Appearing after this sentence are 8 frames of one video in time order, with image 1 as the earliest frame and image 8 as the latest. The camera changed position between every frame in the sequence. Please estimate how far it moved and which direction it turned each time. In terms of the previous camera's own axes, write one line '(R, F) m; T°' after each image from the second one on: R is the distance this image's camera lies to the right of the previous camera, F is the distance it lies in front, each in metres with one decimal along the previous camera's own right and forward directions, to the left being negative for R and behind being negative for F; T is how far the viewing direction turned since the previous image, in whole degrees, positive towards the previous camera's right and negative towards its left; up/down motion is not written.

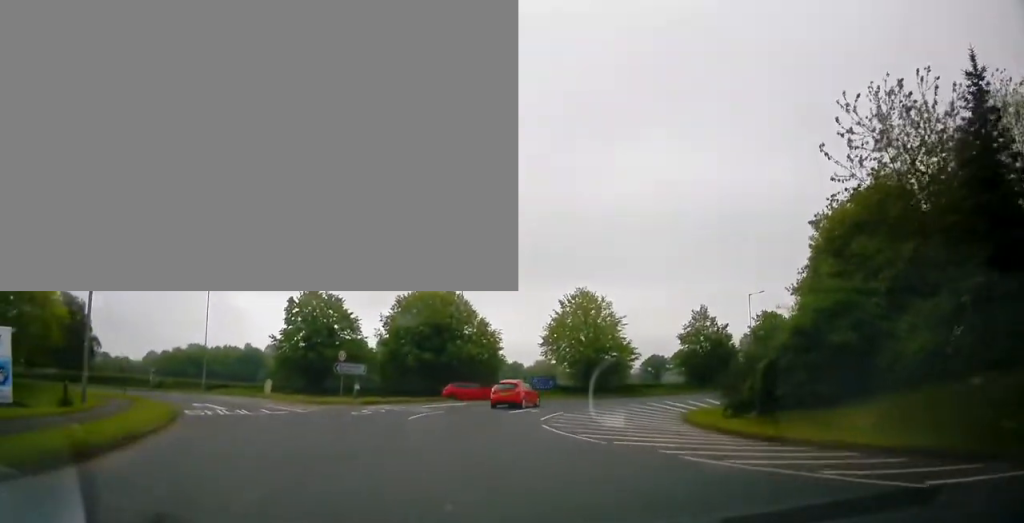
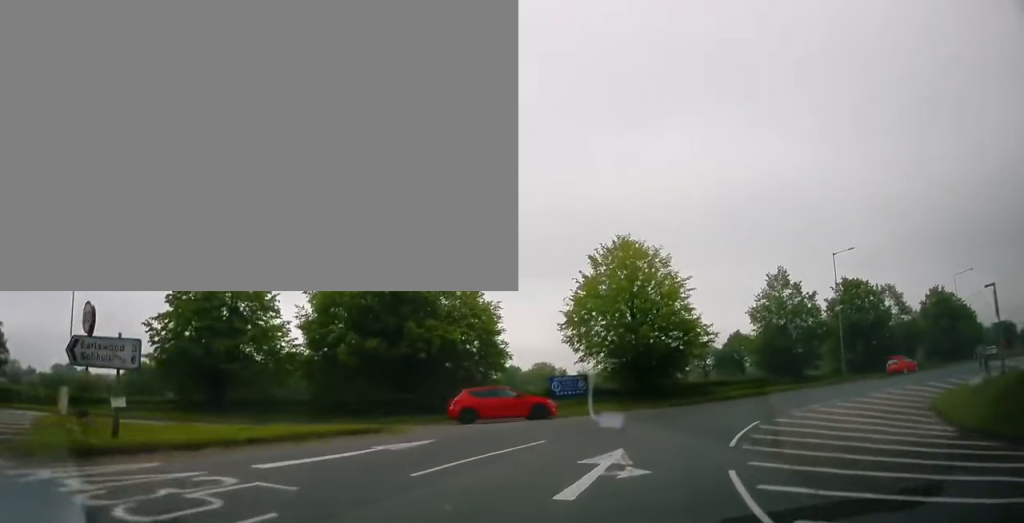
(-1.5, +19.4) m; +1°
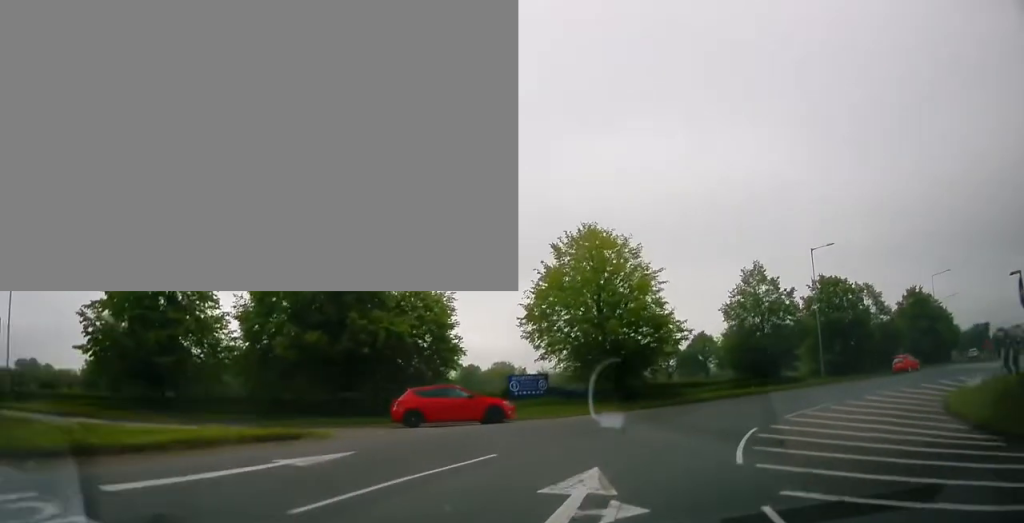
(+0.1, +2.7) m; +4°
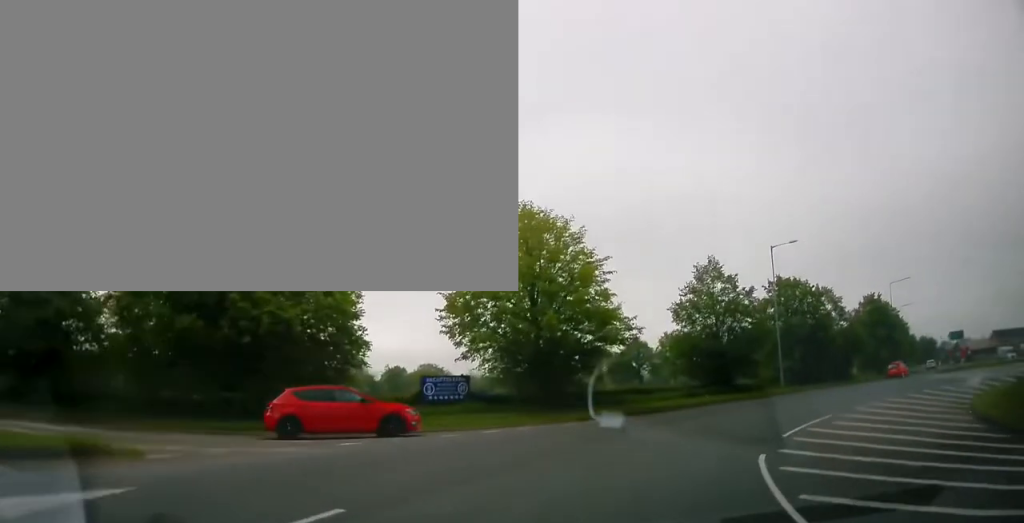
(+0.2, +4.6) m; +7°
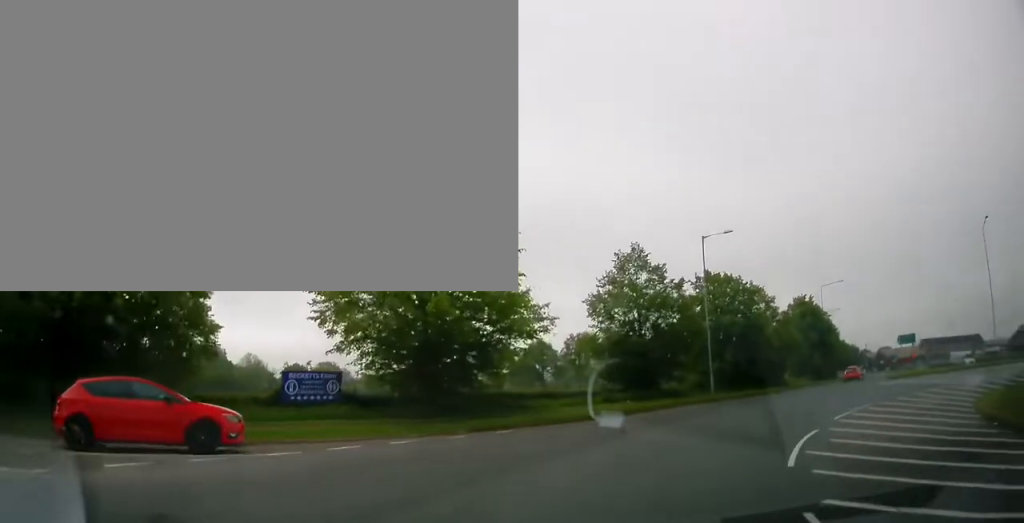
(+0.2, +4.9) m; +8°
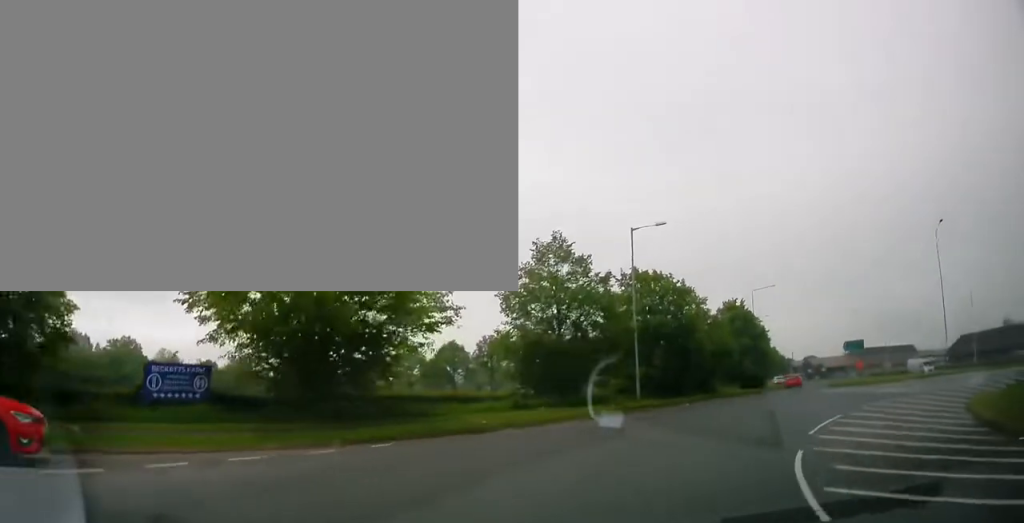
(+0.3, +3.6) m; +7°
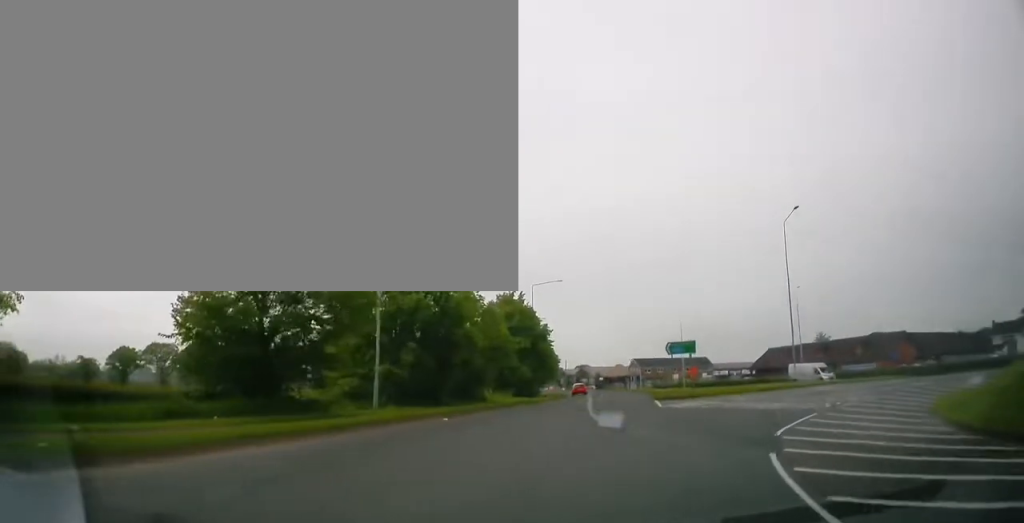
(+1.5, +9.9) m; +21°
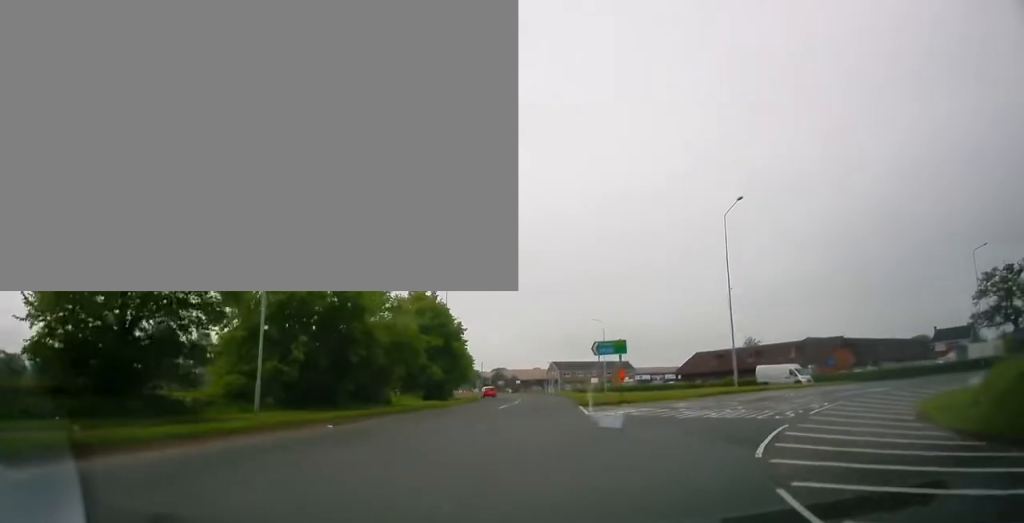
(+0.5, +3.5) m; +9°
